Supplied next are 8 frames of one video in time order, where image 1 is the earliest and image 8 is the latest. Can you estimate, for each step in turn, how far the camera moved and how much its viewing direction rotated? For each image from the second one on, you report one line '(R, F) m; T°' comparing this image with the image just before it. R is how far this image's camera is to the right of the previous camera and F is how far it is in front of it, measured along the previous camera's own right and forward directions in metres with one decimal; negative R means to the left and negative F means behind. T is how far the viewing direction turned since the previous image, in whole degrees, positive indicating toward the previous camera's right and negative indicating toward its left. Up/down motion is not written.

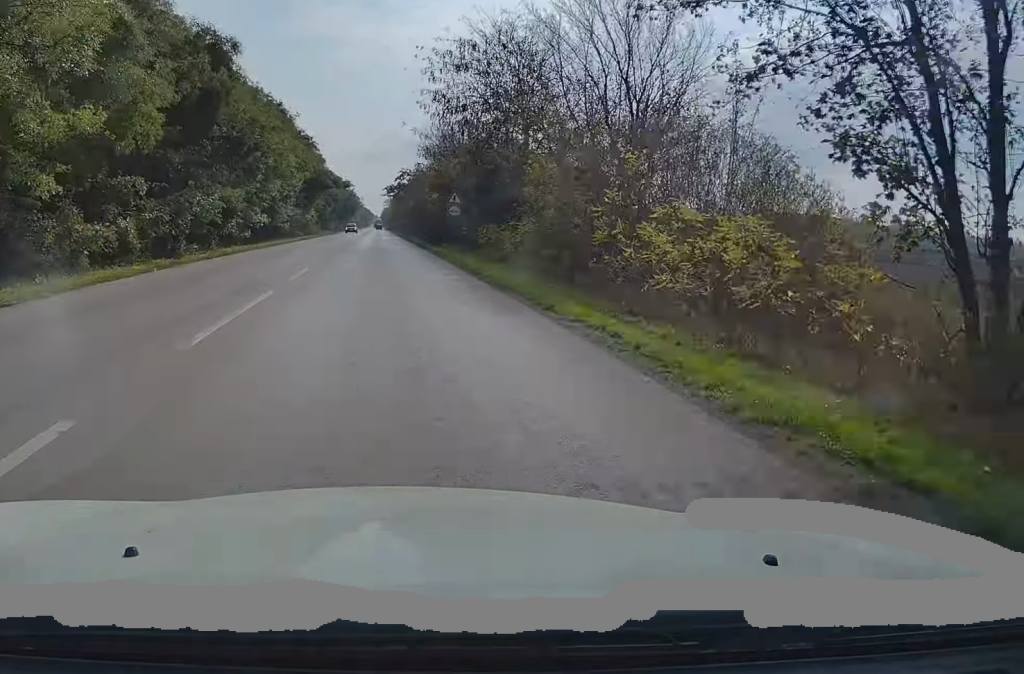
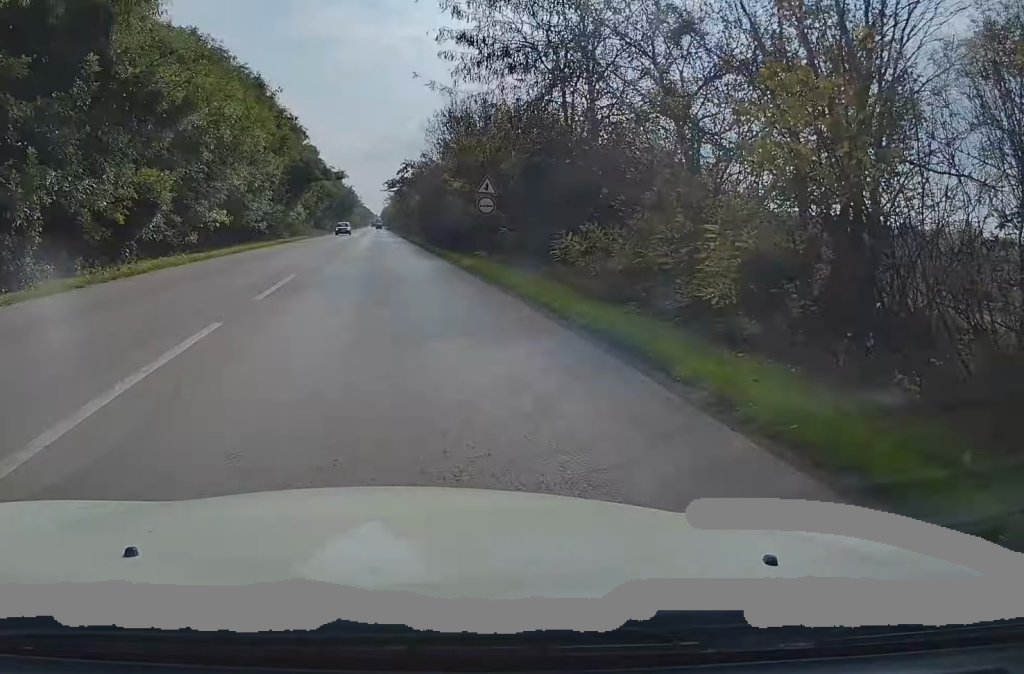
(-0.1, +13.1) m; 0°
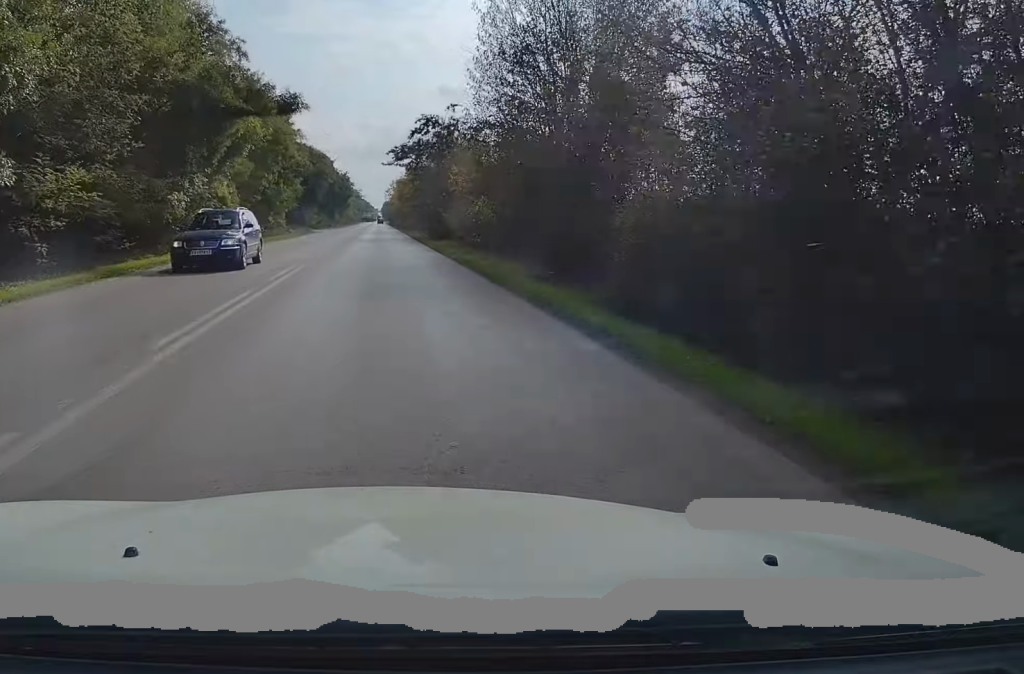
(+0.3, +36.0) m; 0°
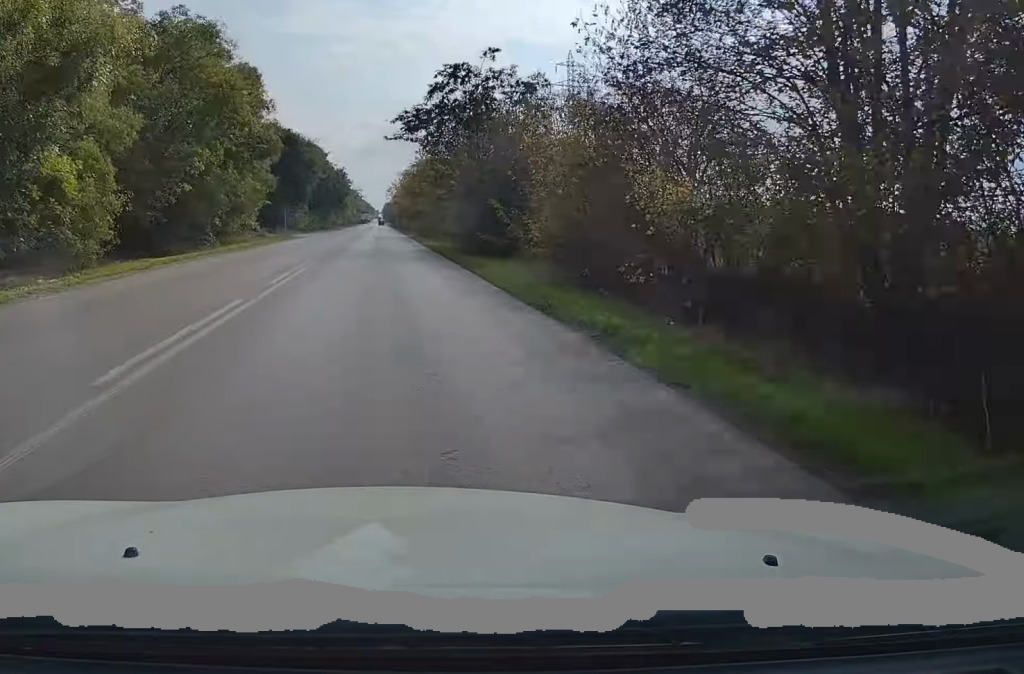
(-0.1, +19.7) m; -1°
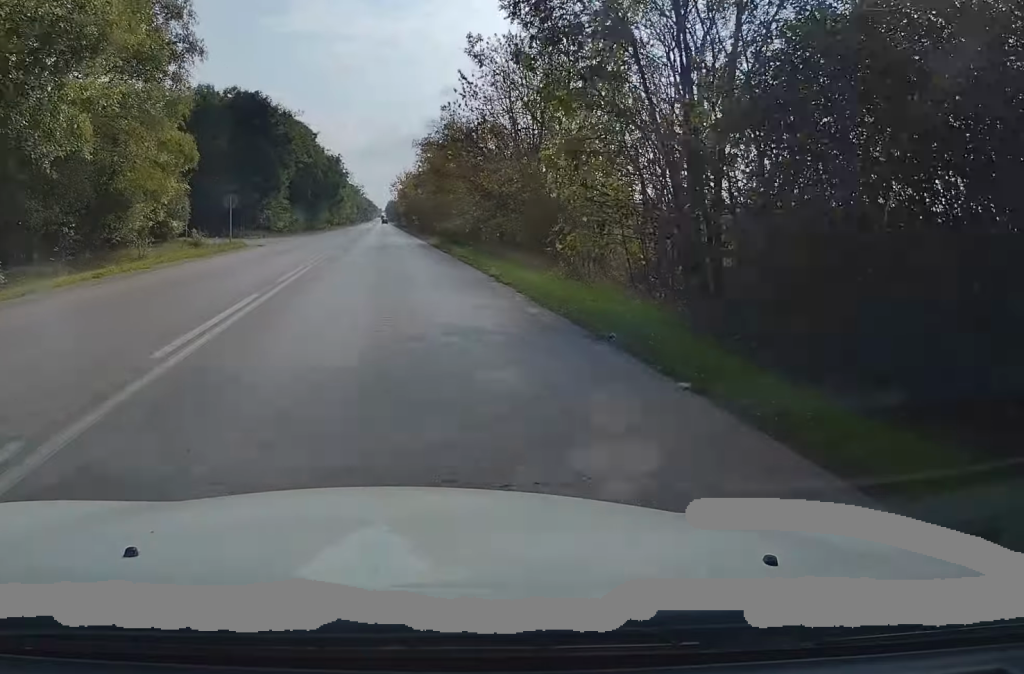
(-0.1, +25.8) m; 0°
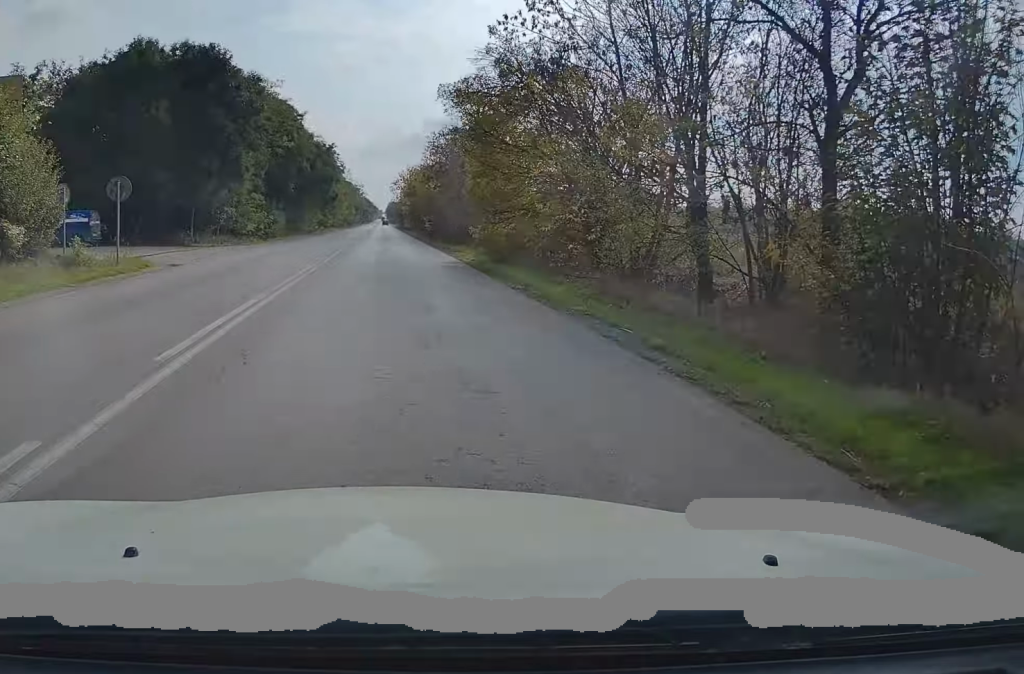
(+0.2, +18.0) m; 0°
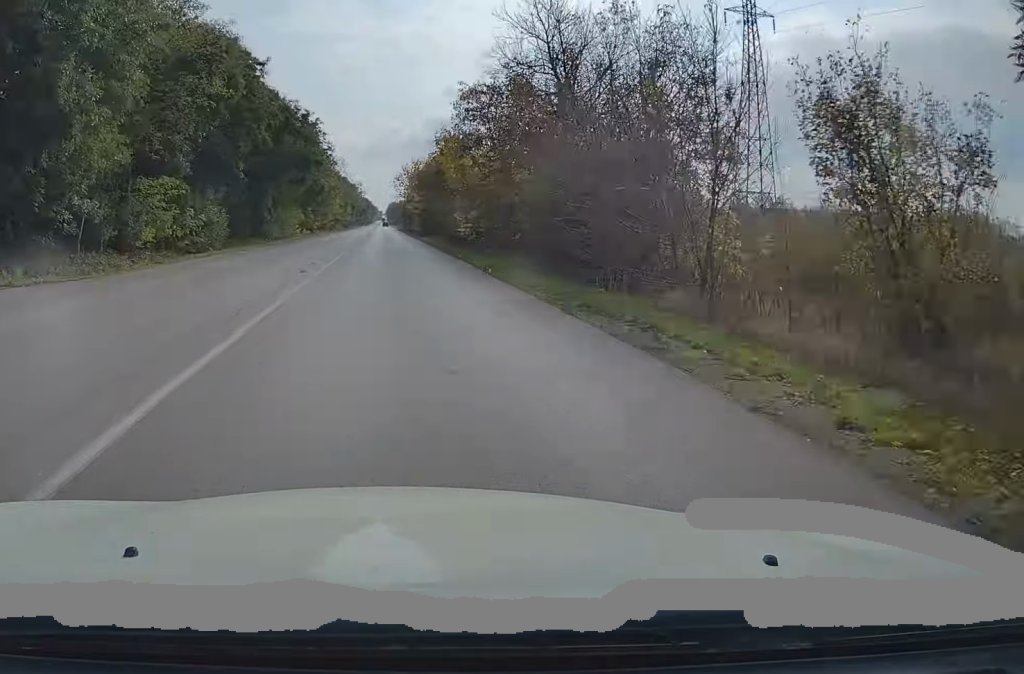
(-0.2, +26.3) m; 0°
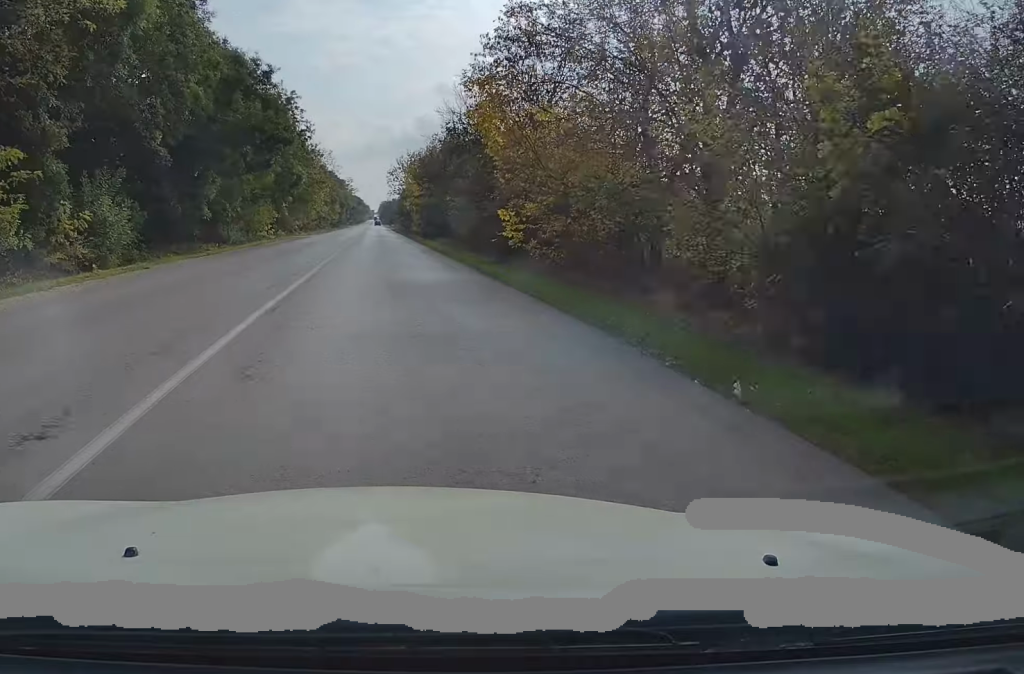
(+0.1, +15.5) m; 0°
